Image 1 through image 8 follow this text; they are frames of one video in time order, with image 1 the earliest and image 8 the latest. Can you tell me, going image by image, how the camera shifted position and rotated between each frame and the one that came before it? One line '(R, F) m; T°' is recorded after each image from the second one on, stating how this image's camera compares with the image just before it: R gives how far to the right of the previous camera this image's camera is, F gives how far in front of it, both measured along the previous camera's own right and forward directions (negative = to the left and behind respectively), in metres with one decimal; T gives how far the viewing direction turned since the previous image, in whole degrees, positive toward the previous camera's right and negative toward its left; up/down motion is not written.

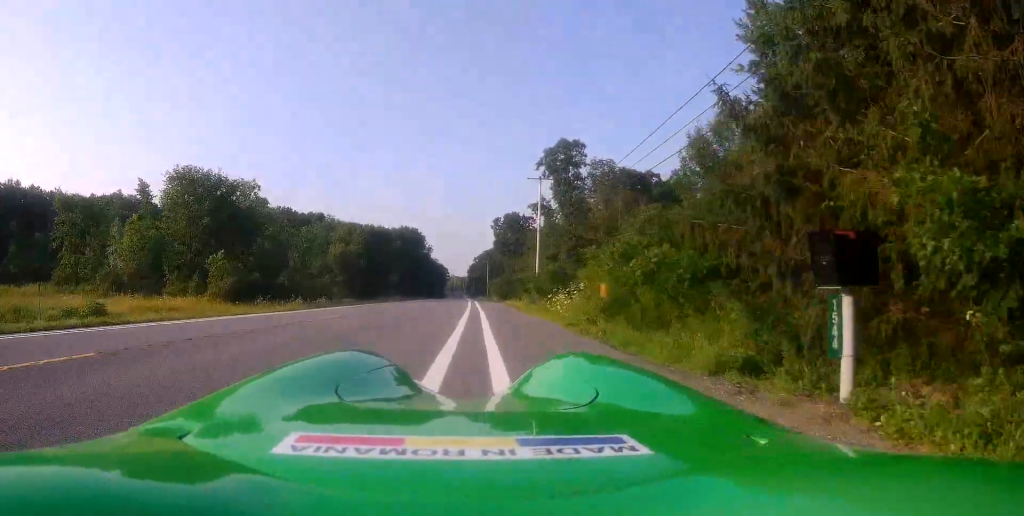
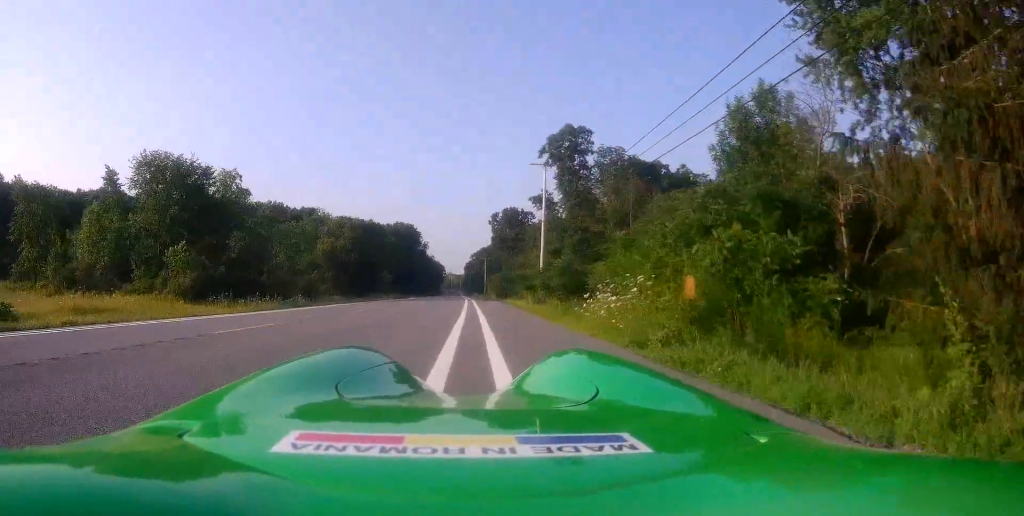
(0.0, +5.6) m; +1°
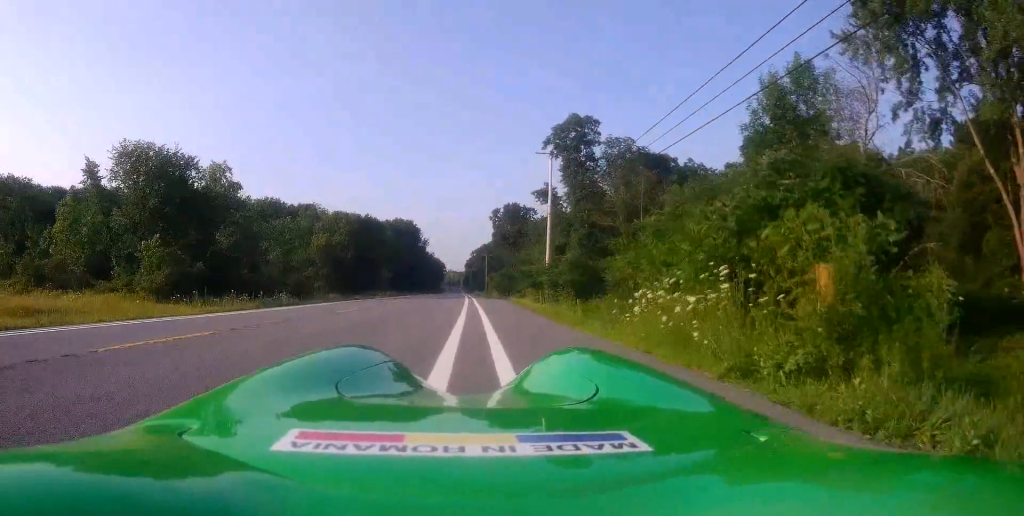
(0.0, +3.6) m; +1°
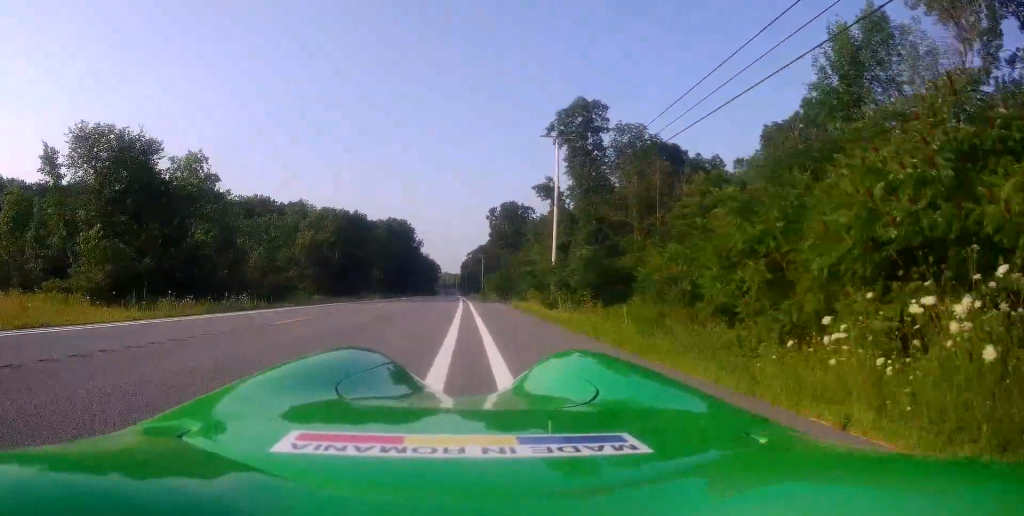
(+0.1, +5.7) m; 0°
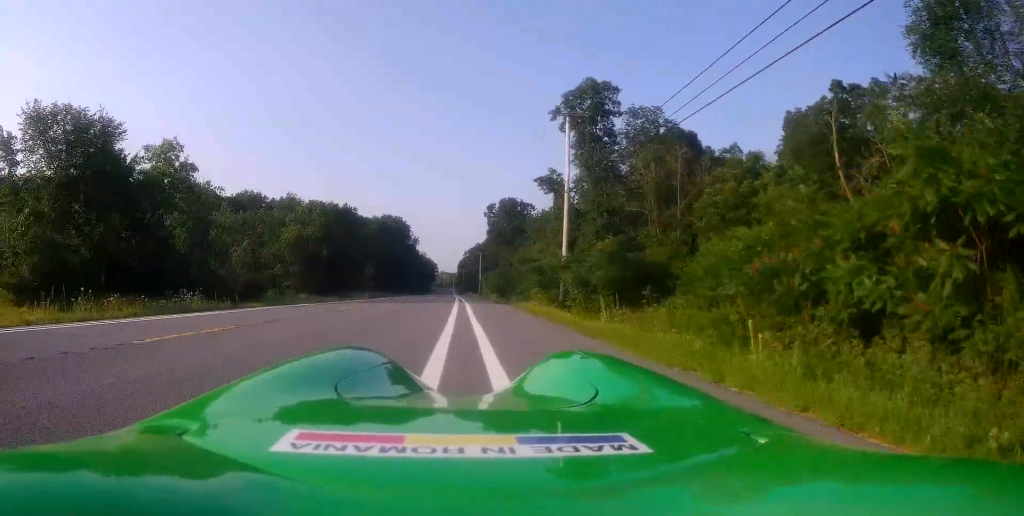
(+0.3, +5.4) m; -2°
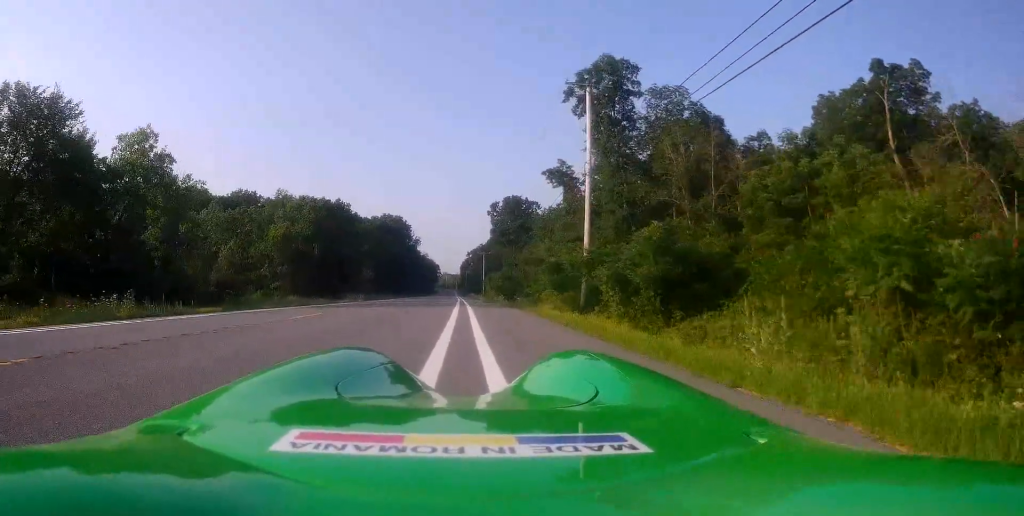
(-0.5, +5.8) m; -2°
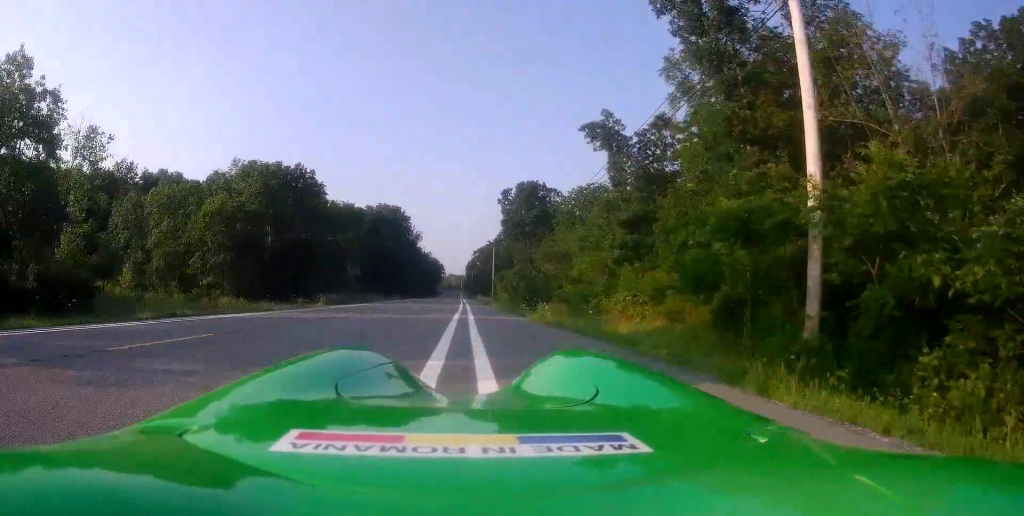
(+0.3, +19.6) m; +2°
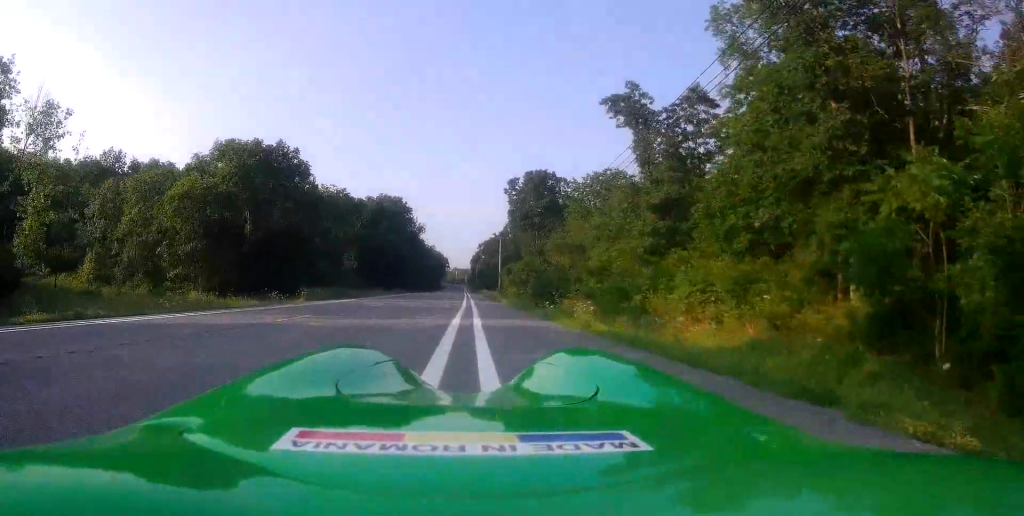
(0.0, +6.2) m; 0°
